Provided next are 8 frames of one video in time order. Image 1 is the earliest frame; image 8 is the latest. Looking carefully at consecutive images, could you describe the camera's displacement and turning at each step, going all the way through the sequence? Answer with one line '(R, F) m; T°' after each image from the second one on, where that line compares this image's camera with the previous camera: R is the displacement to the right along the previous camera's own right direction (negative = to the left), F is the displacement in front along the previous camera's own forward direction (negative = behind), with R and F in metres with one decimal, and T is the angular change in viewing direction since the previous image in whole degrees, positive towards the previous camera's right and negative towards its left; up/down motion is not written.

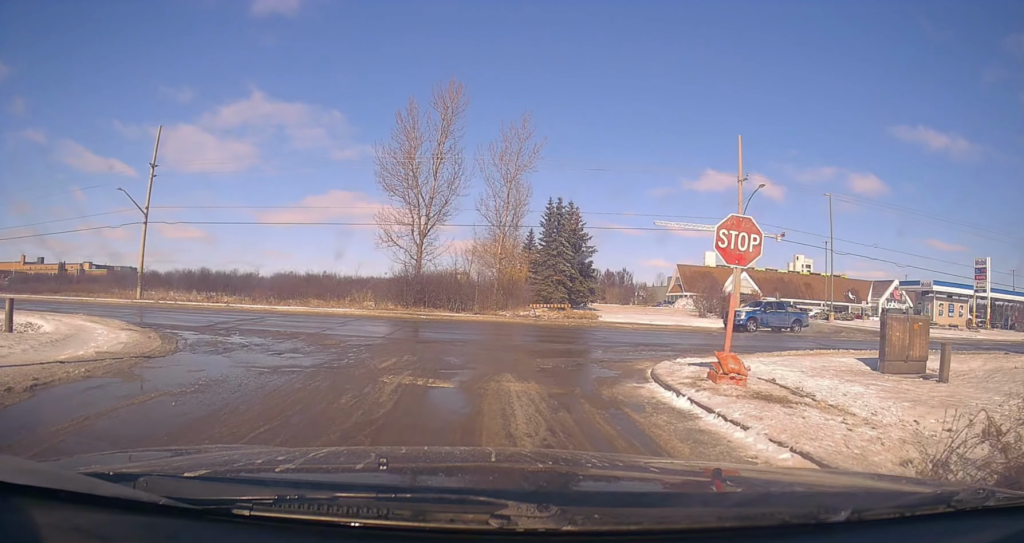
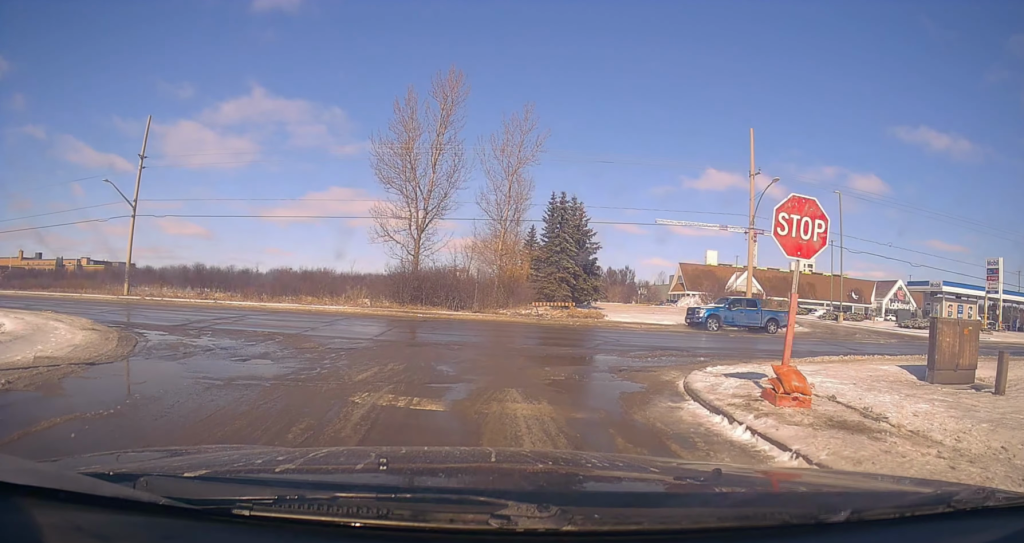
(-0.1, +1.7) m; -3°
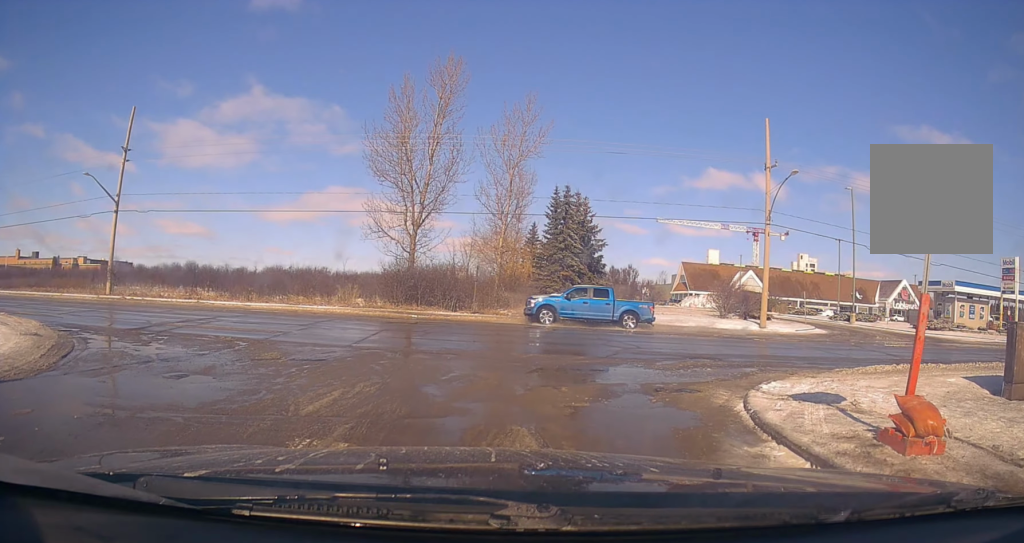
(-0.1, +2.4) m; -3°
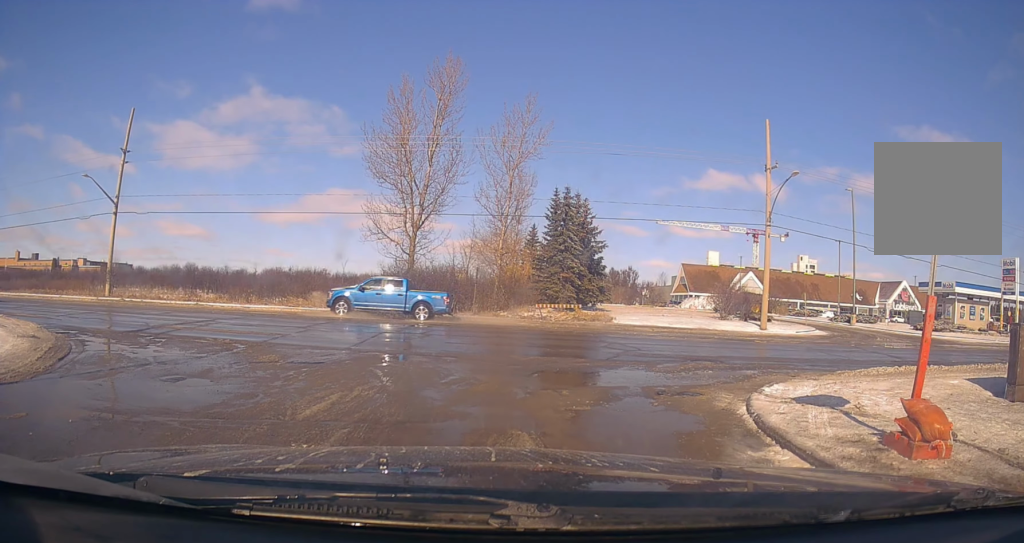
(-0.2, +0.5) m; 0°
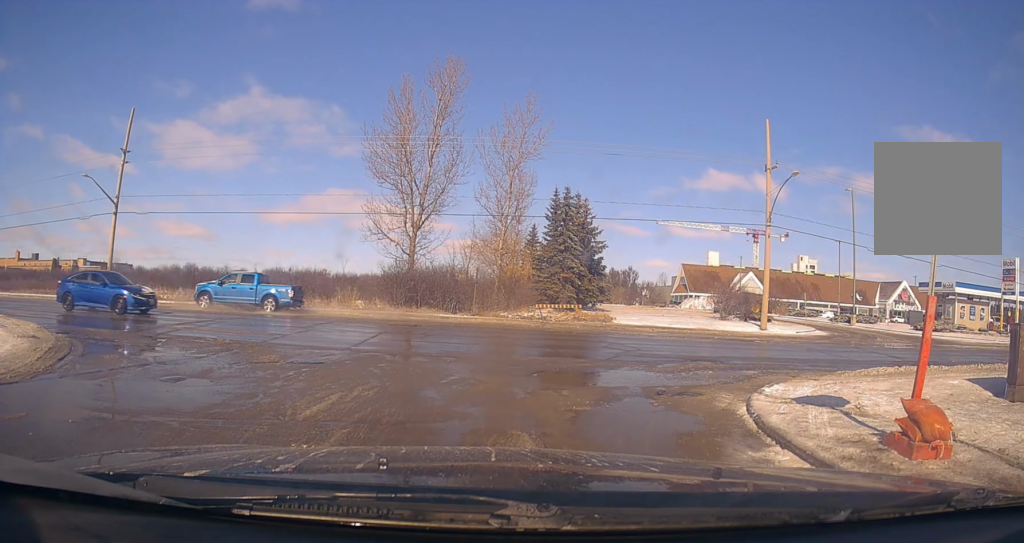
(-0.1, +0.2) m; 0°
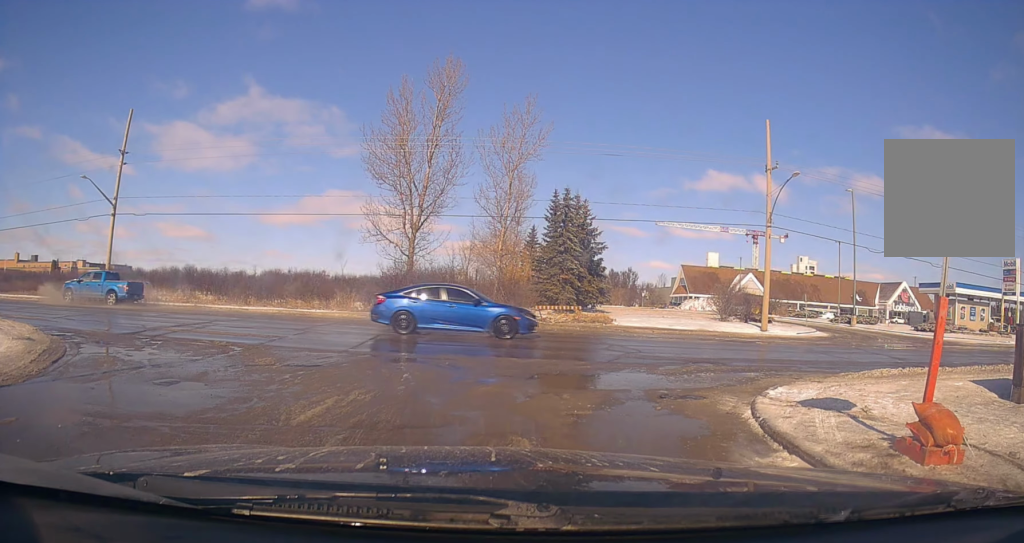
(+0.1, +0.3) m; 0°
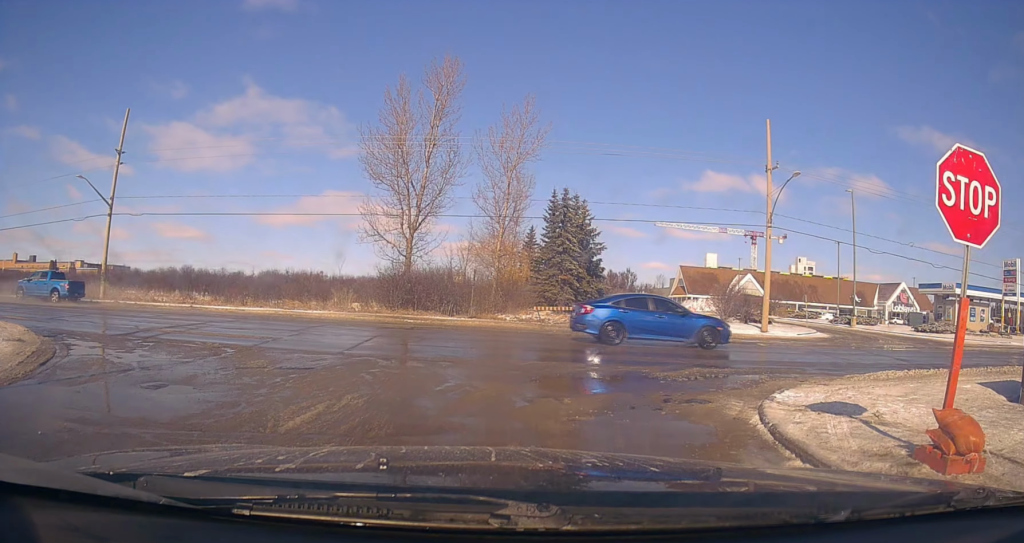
(0.0, 0.0) m; 0°
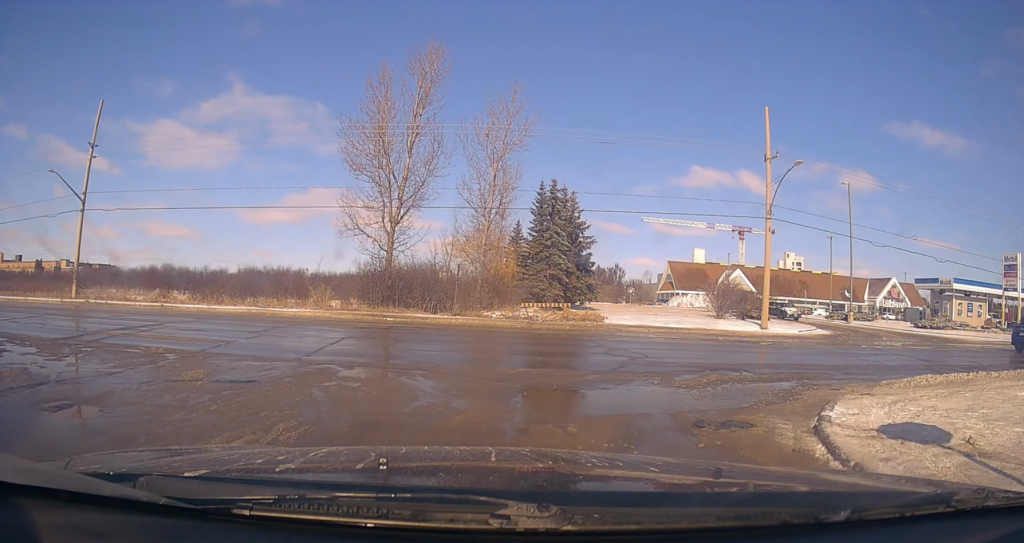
(+0.3, +0.6) m; 0°
